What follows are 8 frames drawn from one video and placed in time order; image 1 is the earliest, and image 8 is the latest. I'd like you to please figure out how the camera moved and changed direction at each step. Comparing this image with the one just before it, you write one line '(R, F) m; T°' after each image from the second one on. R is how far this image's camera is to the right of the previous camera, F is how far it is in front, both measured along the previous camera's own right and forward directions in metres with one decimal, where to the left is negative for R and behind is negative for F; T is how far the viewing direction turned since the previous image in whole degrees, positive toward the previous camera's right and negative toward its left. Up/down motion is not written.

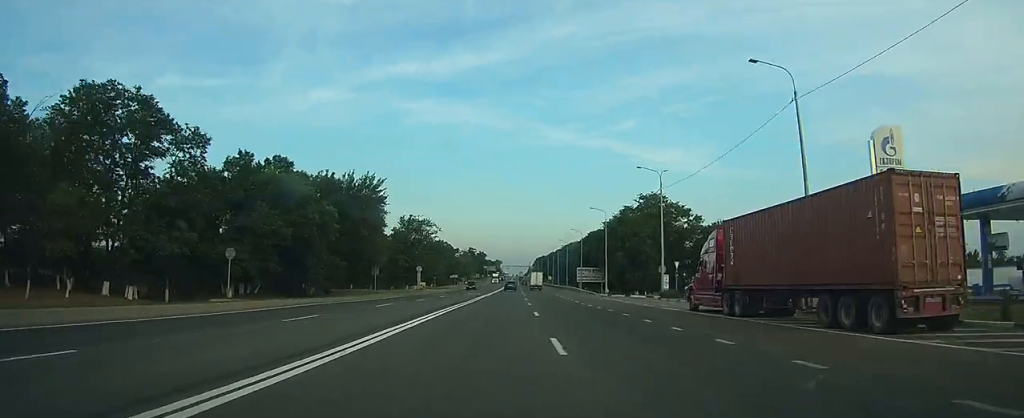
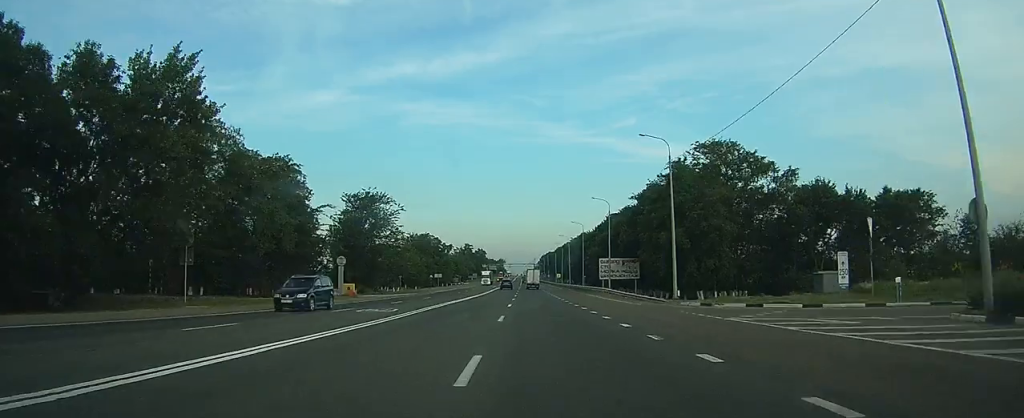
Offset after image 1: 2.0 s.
(+0.3, +39.3) m; +1°
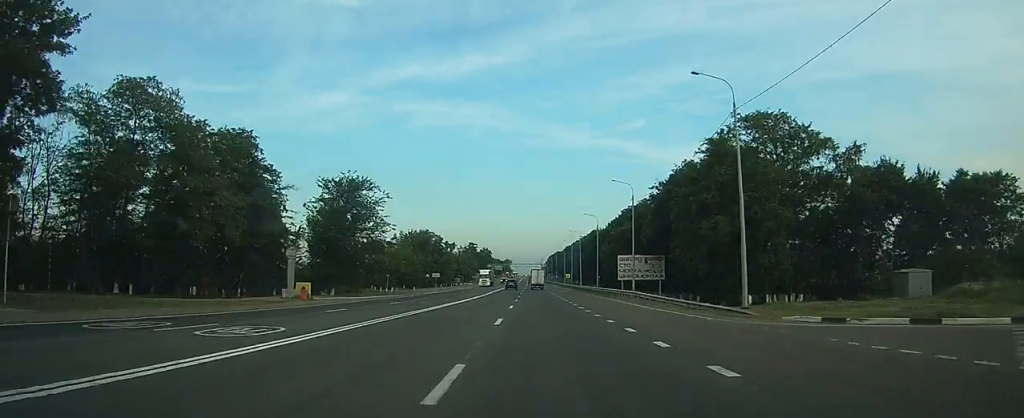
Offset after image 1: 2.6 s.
(0.0, +13.2) m; 0°
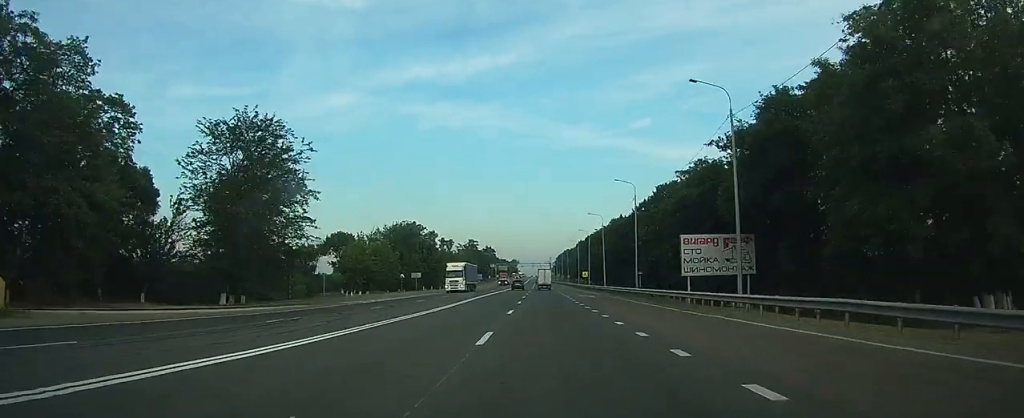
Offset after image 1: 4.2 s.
(-0.1, +30.1) m; -1°
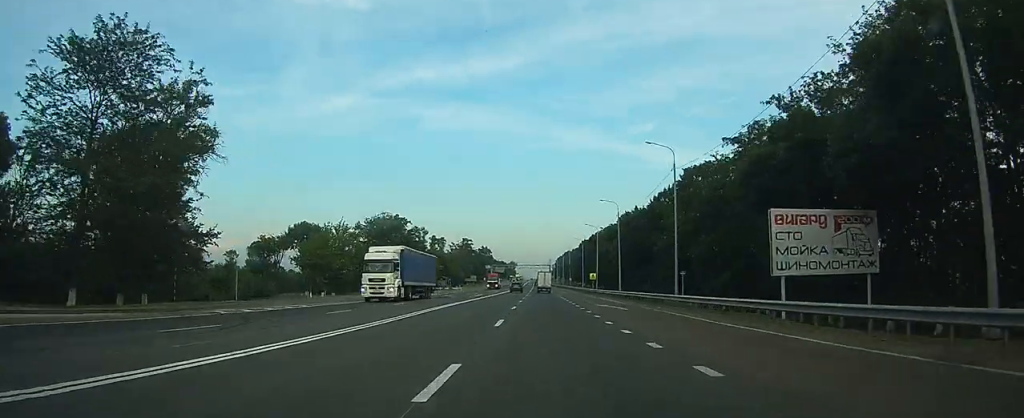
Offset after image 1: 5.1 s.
(-0.1, +18.1) m; 0°
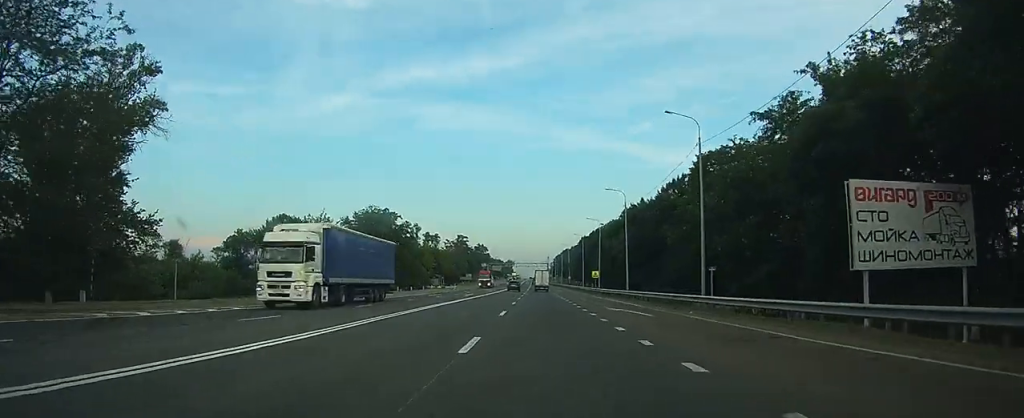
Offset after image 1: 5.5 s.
(0.0, +7.7) m; 0°
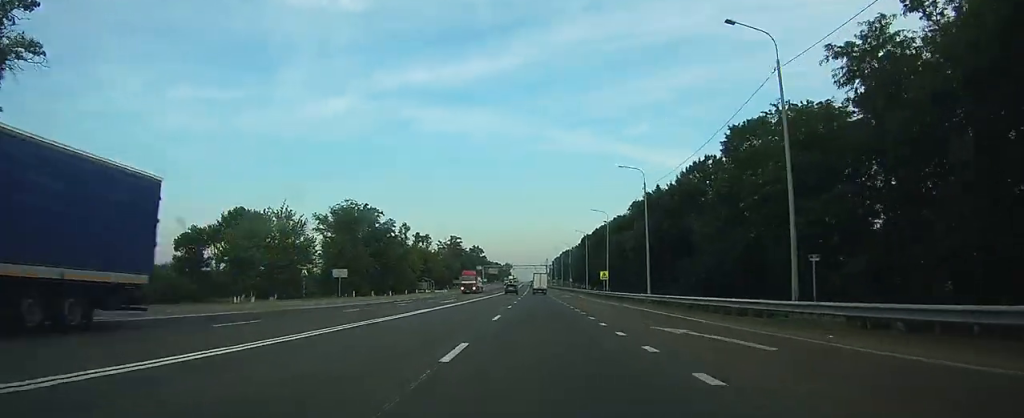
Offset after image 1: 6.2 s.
(0.0, +13.5) m; 0°
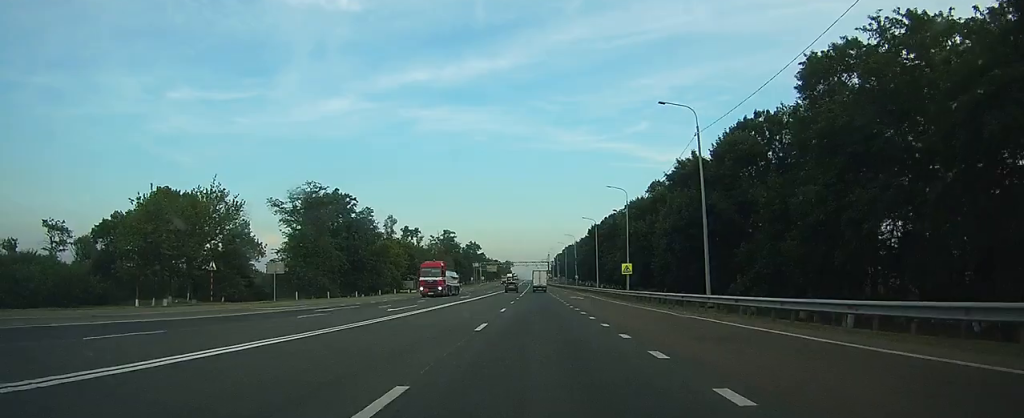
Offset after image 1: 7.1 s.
(0.0, +17.7) m; 0°
